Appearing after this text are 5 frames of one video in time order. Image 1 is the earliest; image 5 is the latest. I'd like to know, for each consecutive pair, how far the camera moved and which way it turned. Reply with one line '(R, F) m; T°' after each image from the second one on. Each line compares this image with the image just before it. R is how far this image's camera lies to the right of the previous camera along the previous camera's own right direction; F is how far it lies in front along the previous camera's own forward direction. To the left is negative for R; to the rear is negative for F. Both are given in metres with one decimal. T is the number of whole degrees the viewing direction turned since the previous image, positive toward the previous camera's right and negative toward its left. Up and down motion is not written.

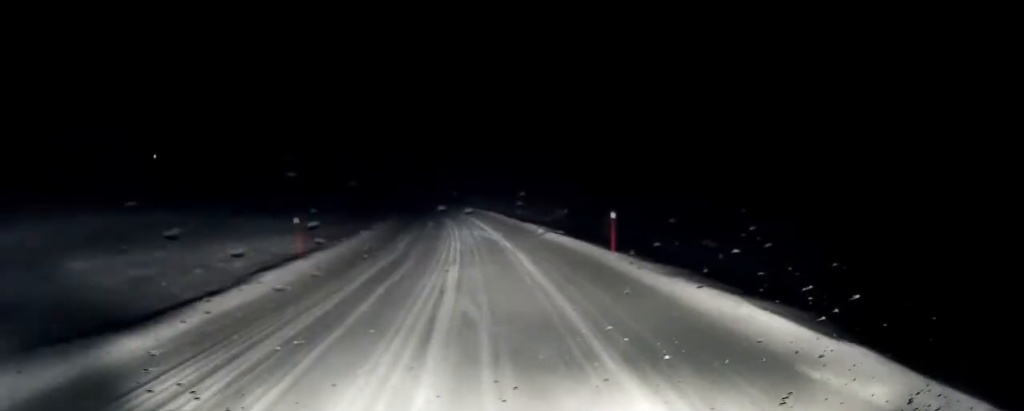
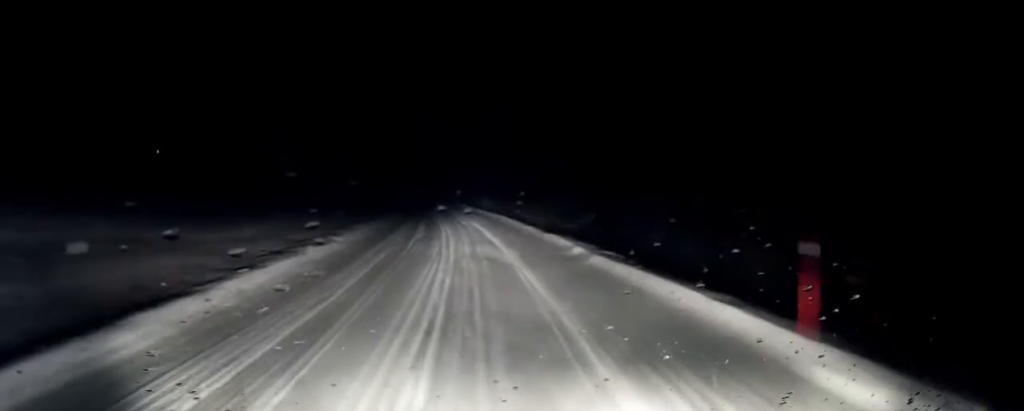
(0.0, +7.3) m; 0°
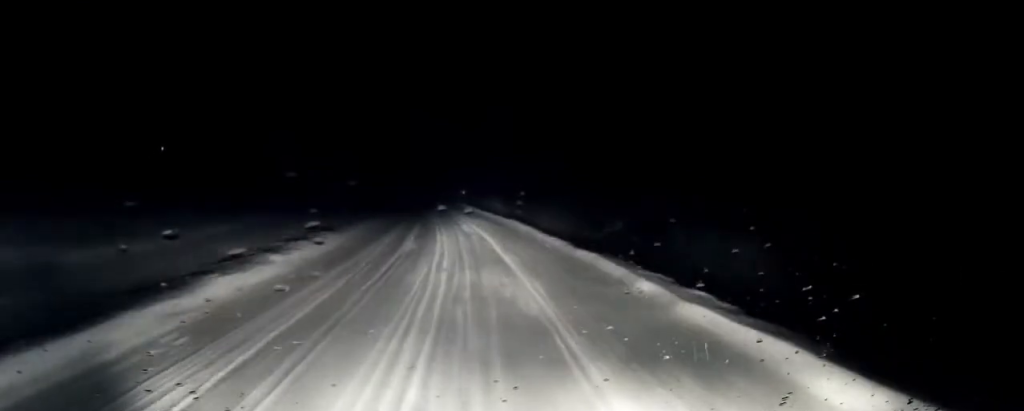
(0.0, +5.3) m; 0°
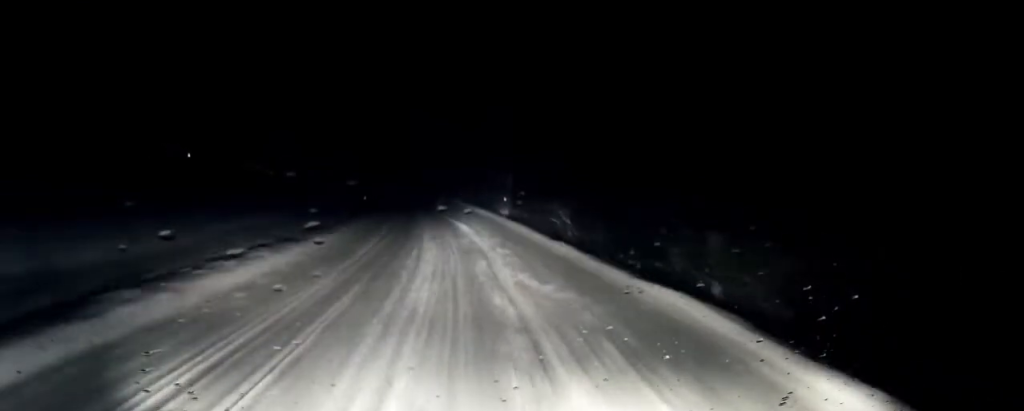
(-0.4, +18.9) m; -4°
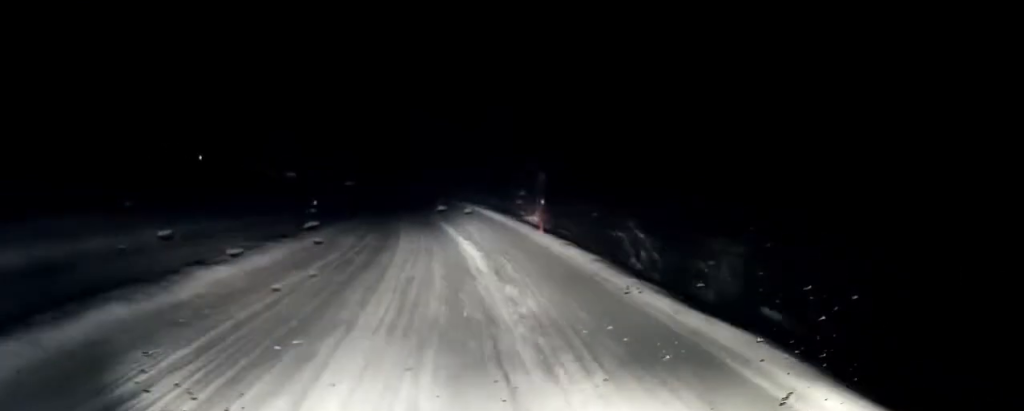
(-0.3, +10.6) m; -3°
